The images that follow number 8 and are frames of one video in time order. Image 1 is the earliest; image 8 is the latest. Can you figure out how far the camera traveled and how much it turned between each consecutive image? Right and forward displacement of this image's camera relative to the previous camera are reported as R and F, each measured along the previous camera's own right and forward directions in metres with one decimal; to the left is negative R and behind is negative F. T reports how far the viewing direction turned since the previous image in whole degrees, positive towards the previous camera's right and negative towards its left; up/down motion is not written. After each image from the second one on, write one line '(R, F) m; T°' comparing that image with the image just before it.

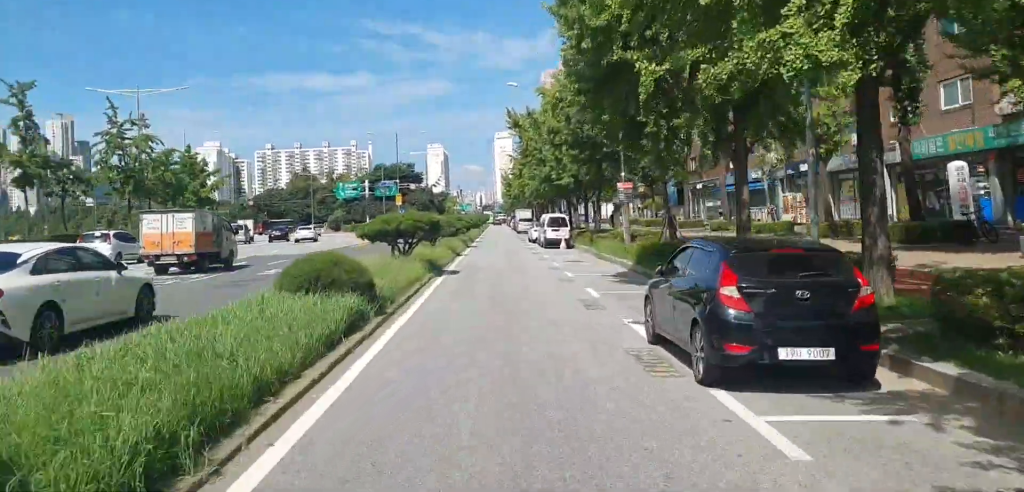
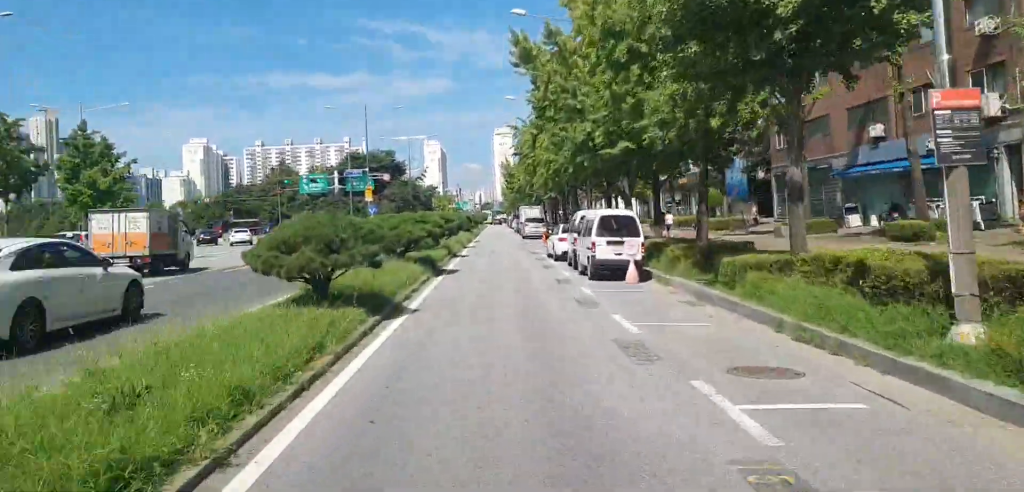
(-0.3, +21.6) m; -1°
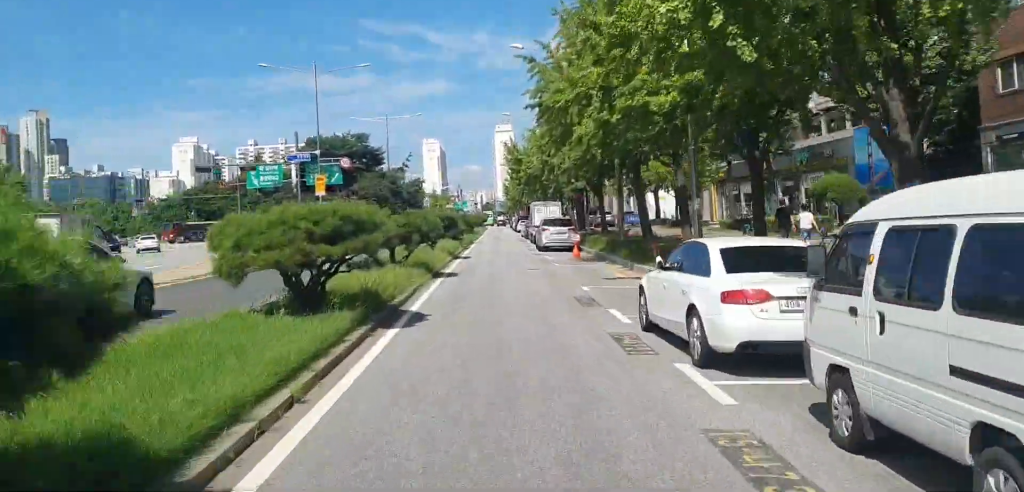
(-0.1, +21.1) m; -1°
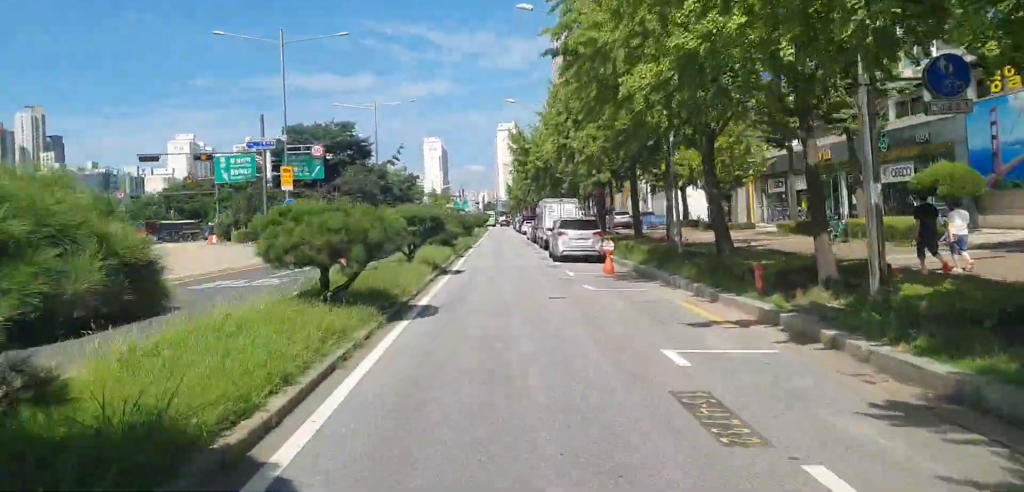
(0.0, +9.0) m; 0°
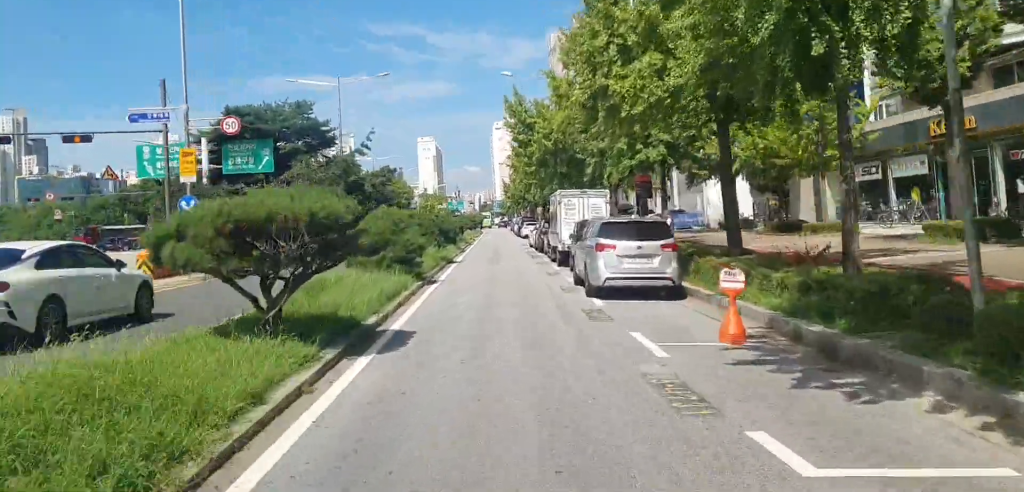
(0.0, +13.3) m; +1°
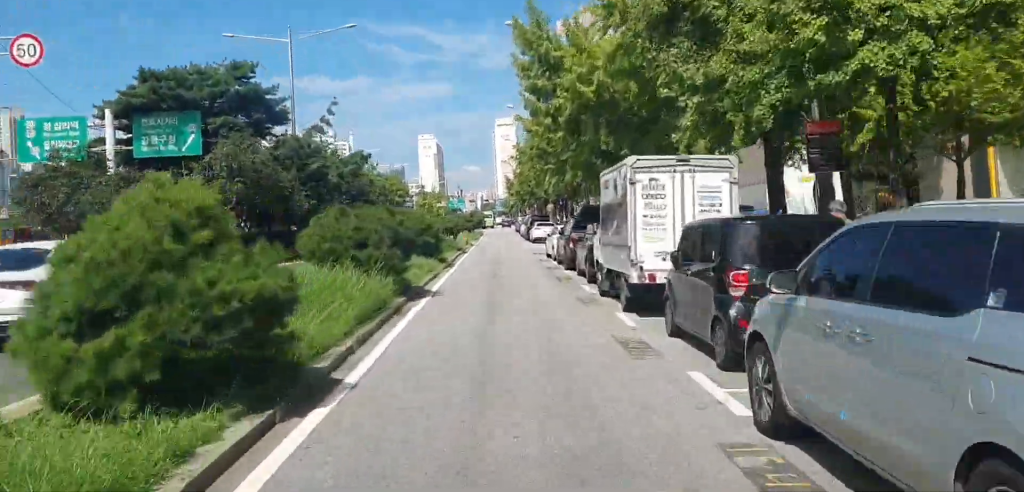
(+0.2, +14.0) m; +1°
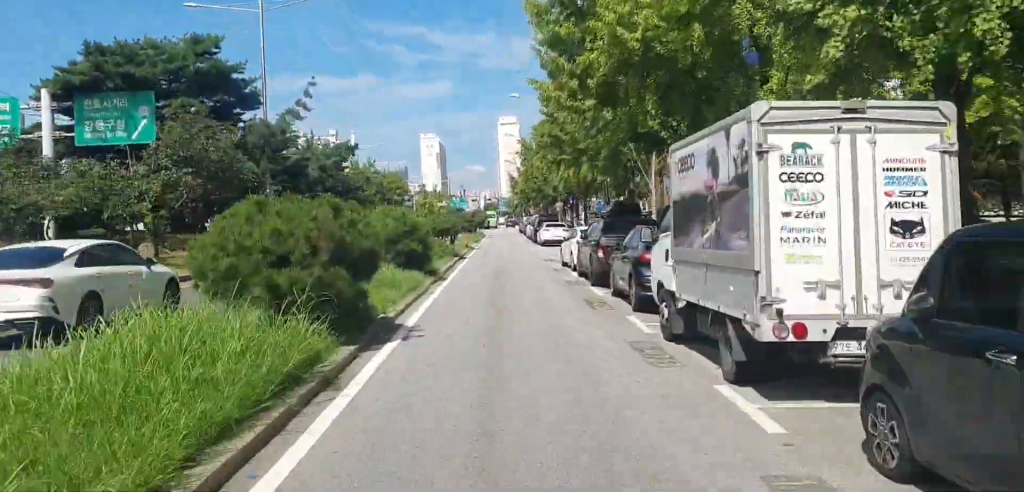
(0.0, +6.1) m; -1°
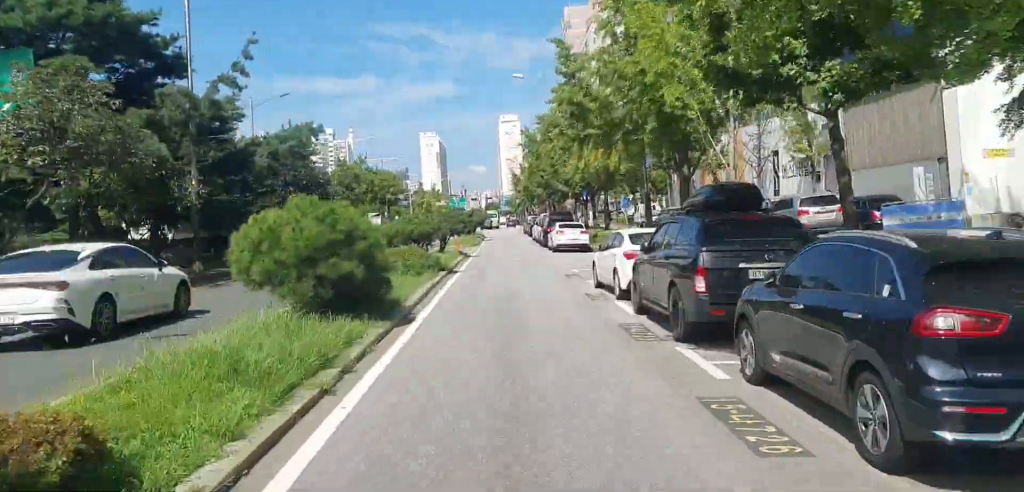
(+0.1, +9.1) m; -1°
